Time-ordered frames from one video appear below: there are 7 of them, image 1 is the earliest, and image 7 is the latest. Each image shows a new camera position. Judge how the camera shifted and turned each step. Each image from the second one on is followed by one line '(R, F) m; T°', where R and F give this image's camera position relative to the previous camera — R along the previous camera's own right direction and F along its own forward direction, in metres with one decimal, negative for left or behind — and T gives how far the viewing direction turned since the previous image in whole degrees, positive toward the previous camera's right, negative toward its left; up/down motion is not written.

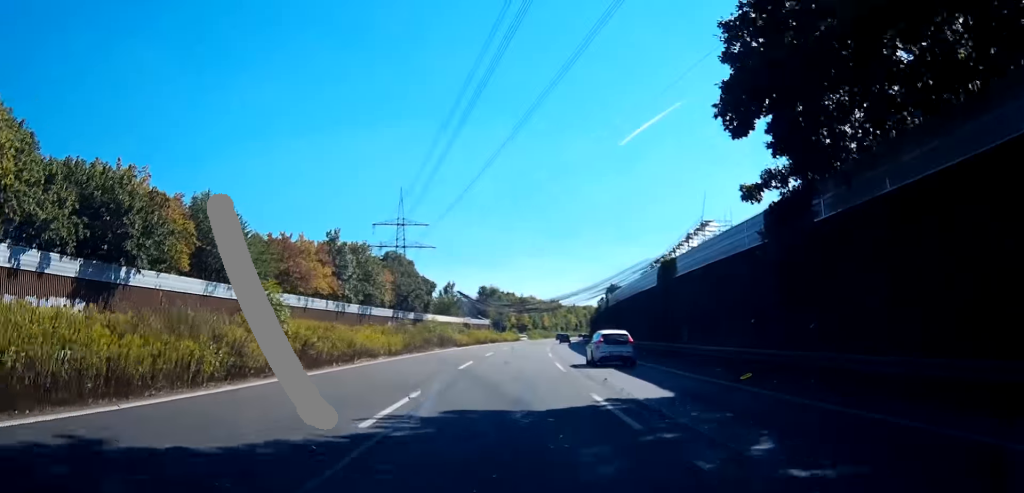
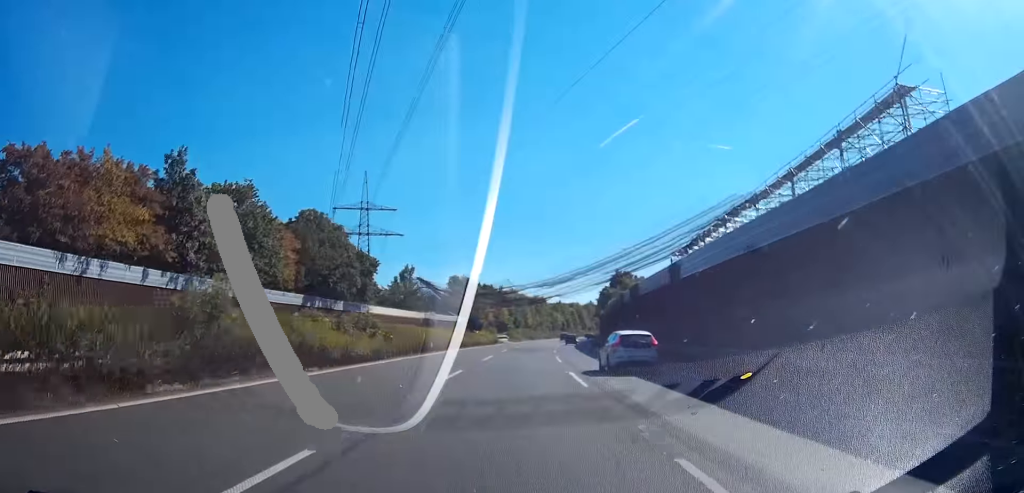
(+0.9, +43.3) m; +1°
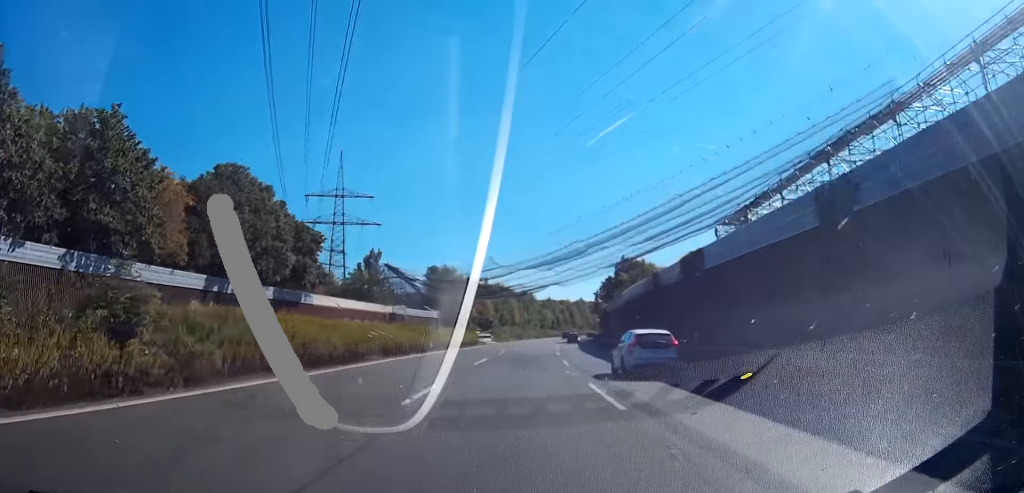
(+0.2, +23.8) m; 0°
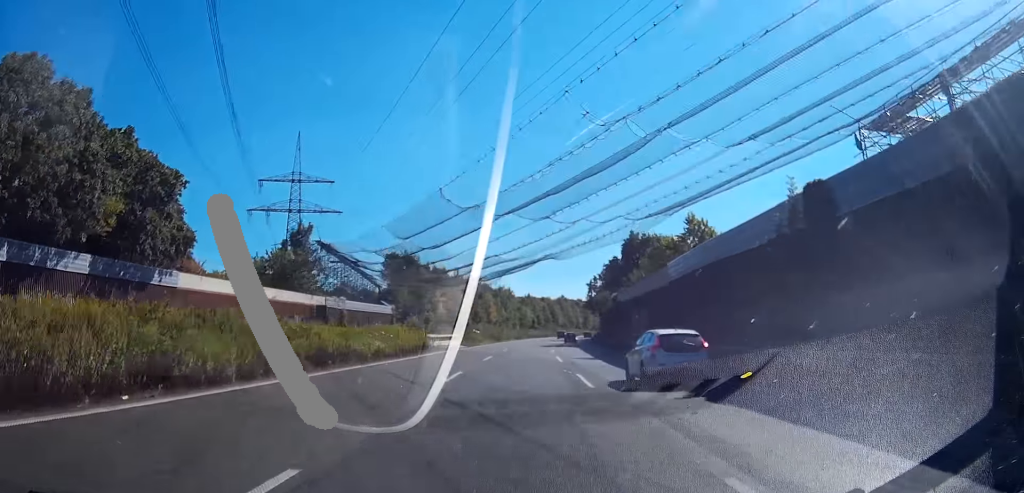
(-0.5, +31.1) m; +1°
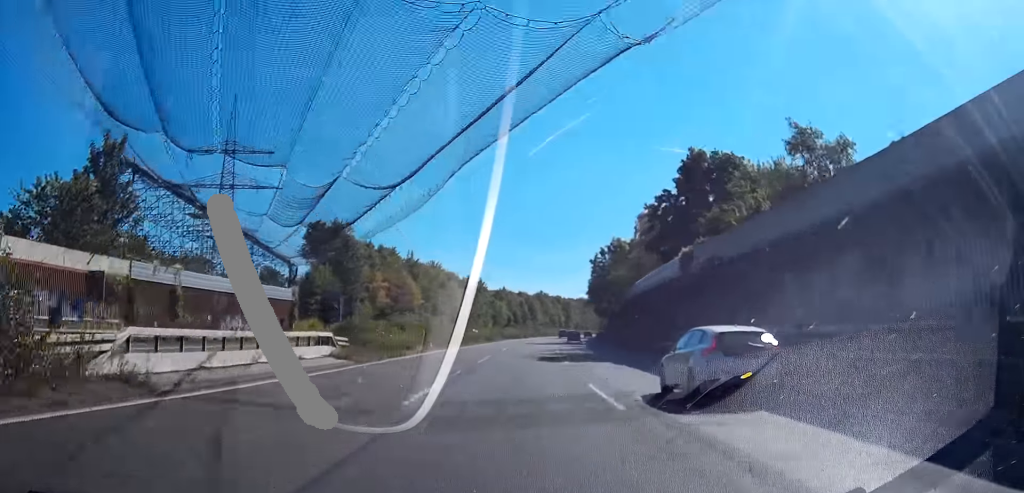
(+1.9, +42.6) m; +3°
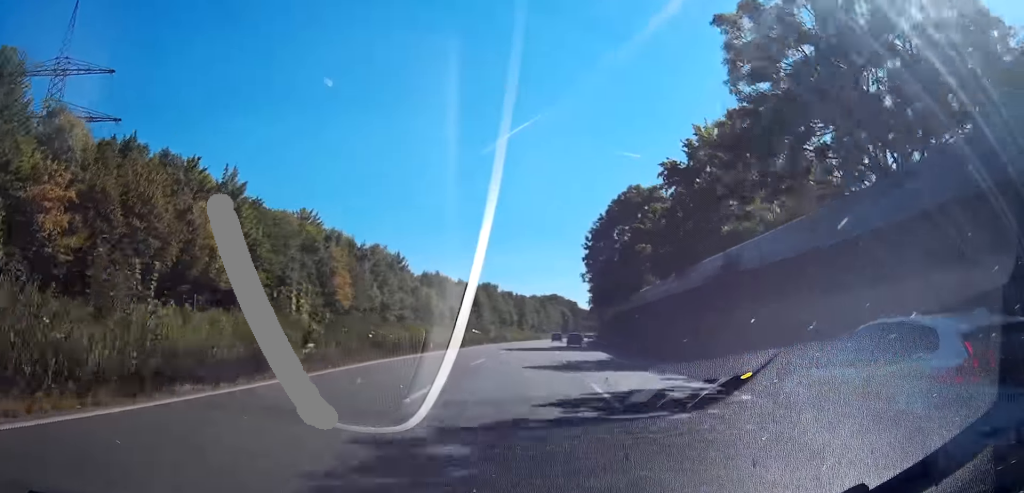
(+1.2, +72.2) m; +3°
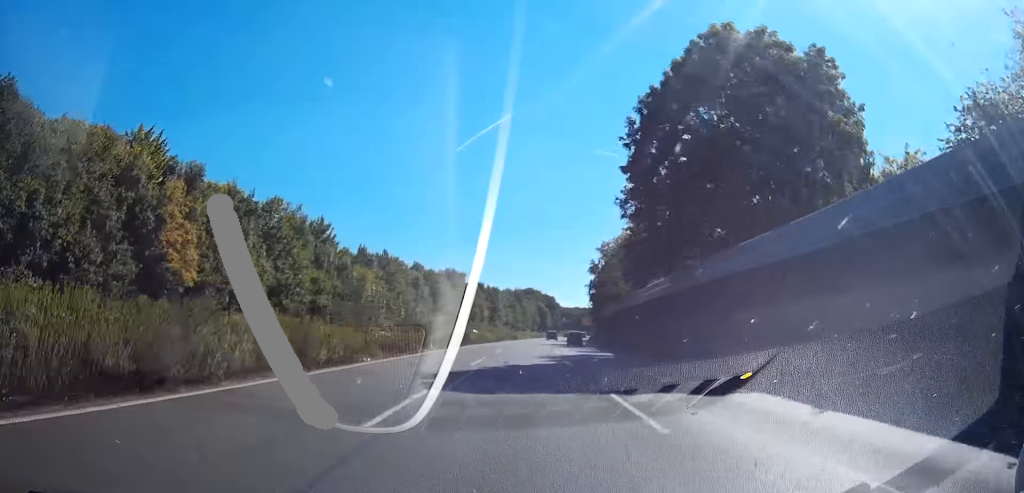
(+1.1, +39.5) m; +4°
